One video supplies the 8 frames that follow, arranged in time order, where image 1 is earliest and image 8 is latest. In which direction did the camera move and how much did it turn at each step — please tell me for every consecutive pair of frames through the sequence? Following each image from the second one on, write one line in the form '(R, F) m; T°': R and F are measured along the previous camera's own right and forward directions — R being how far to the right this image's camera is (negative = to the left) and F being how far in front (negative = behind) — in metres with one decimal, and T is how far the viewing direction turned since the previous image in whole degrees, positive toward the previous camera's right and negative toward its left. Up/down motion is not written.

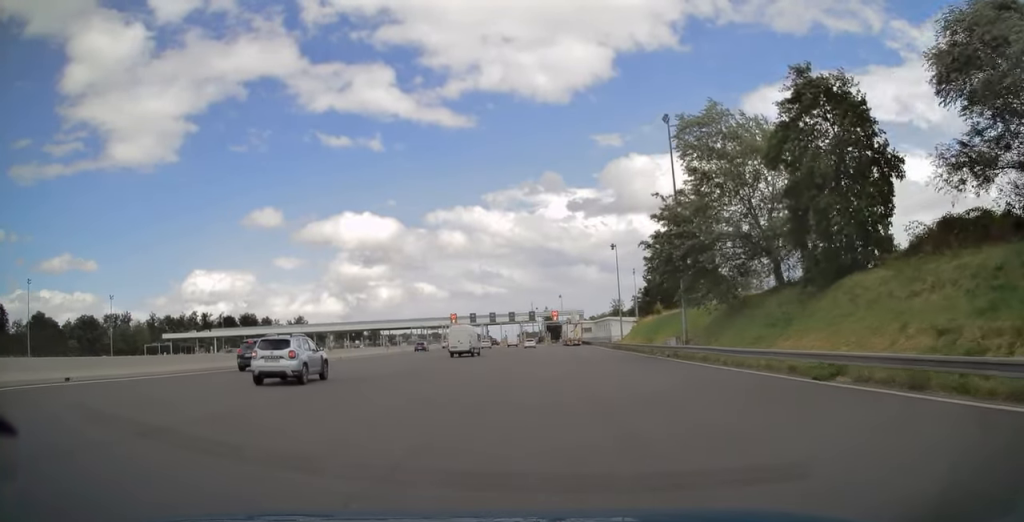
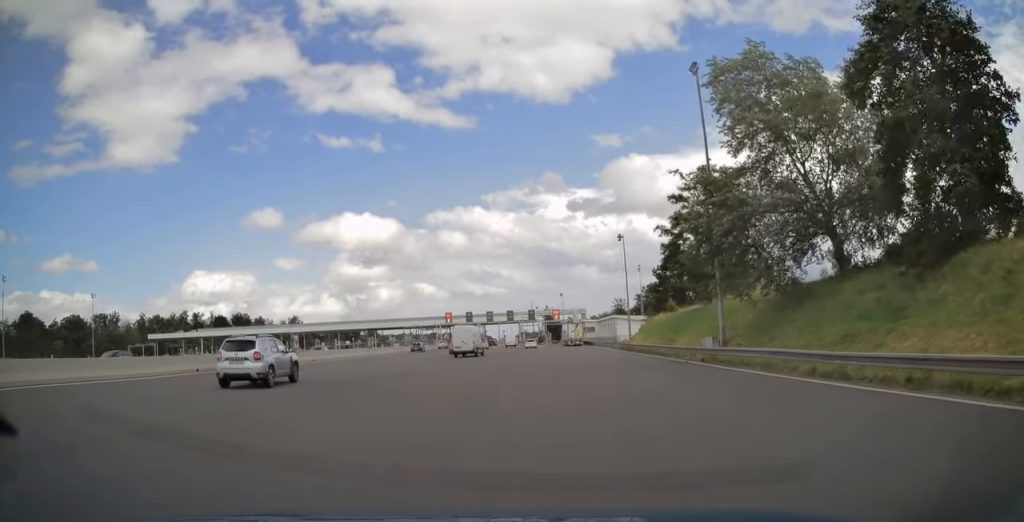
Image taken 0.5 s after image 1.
(+0.1, +8.2) m; 0°
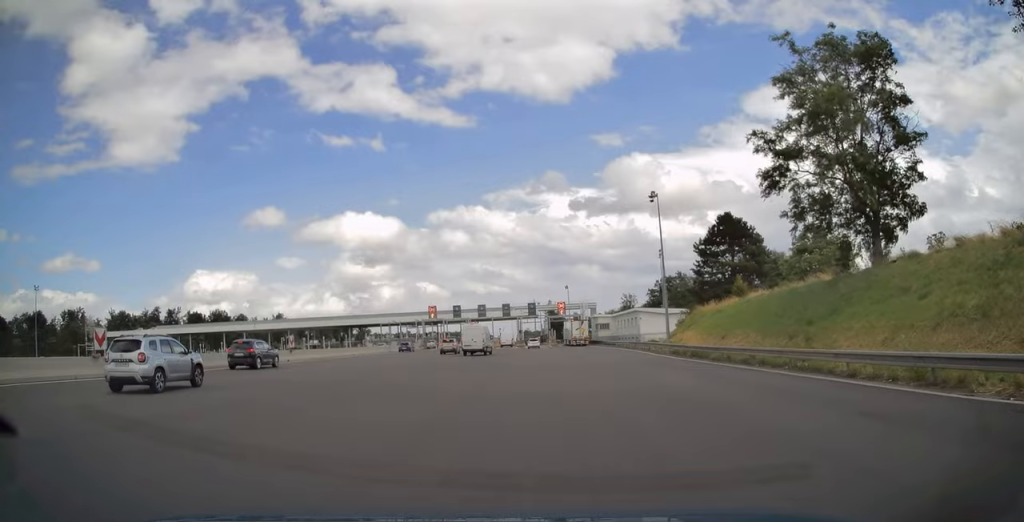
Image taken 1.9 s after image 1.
(-0.1, +23.4) m; -2°
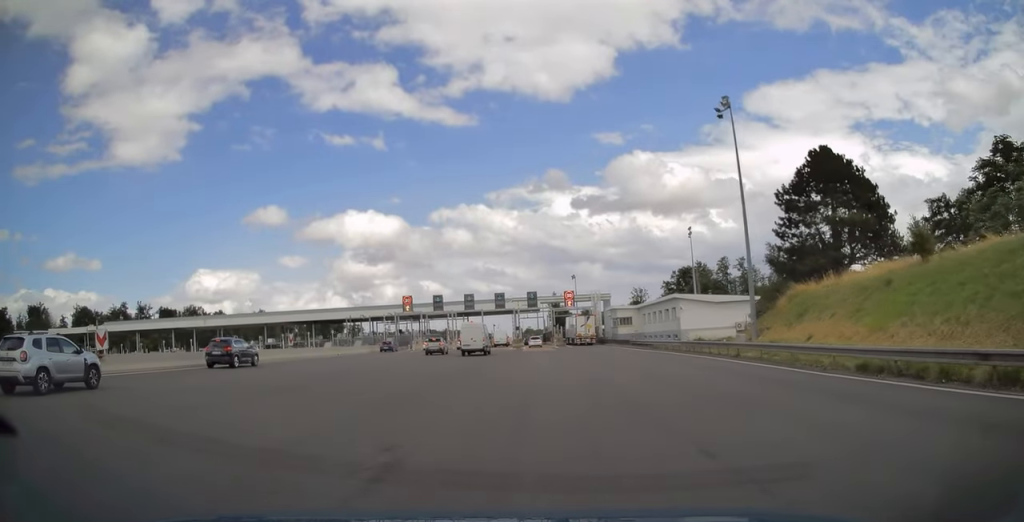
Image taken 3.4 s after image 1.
(-0.1, +23.1) m; +1°
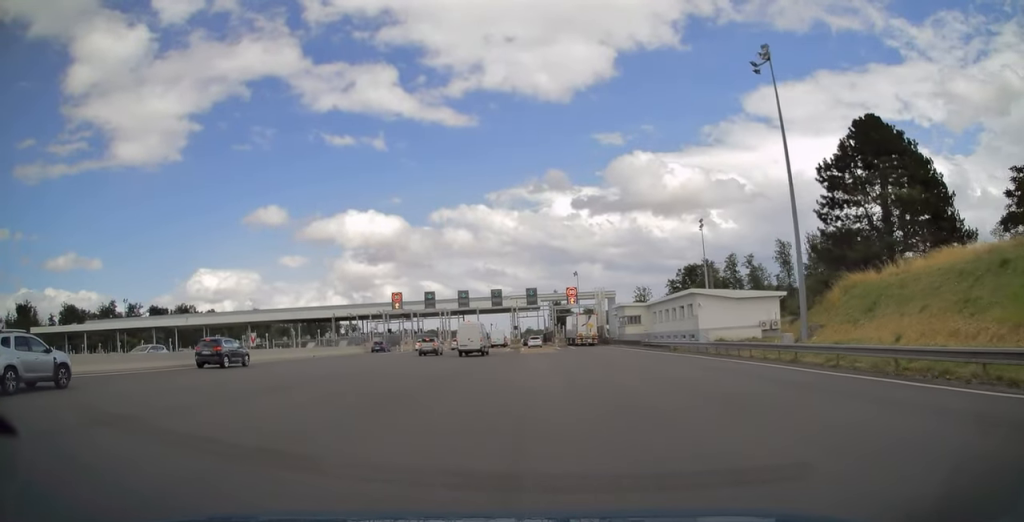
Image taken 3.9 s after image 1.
(+0.1, +7.0) m; +1°
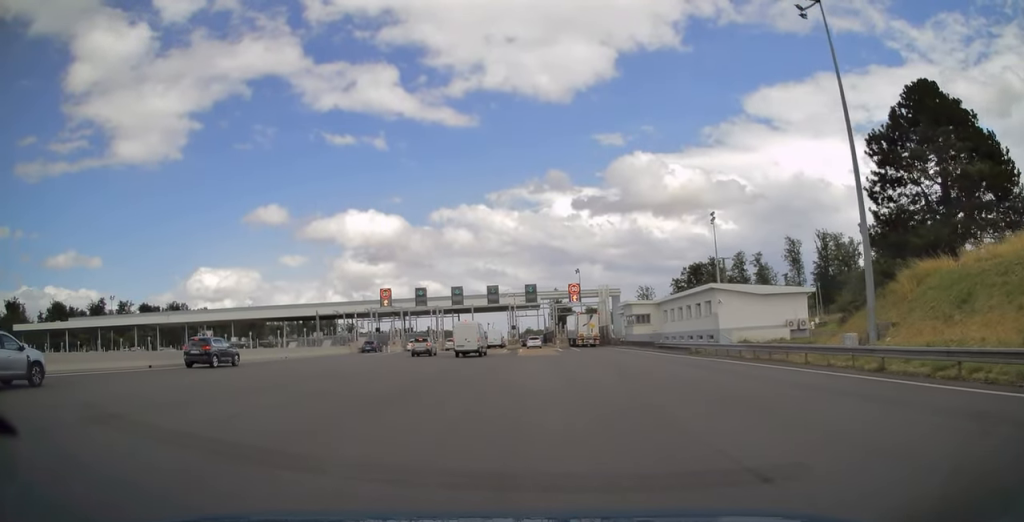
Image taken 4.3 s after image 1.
(0.0, +6.3) m; 0°
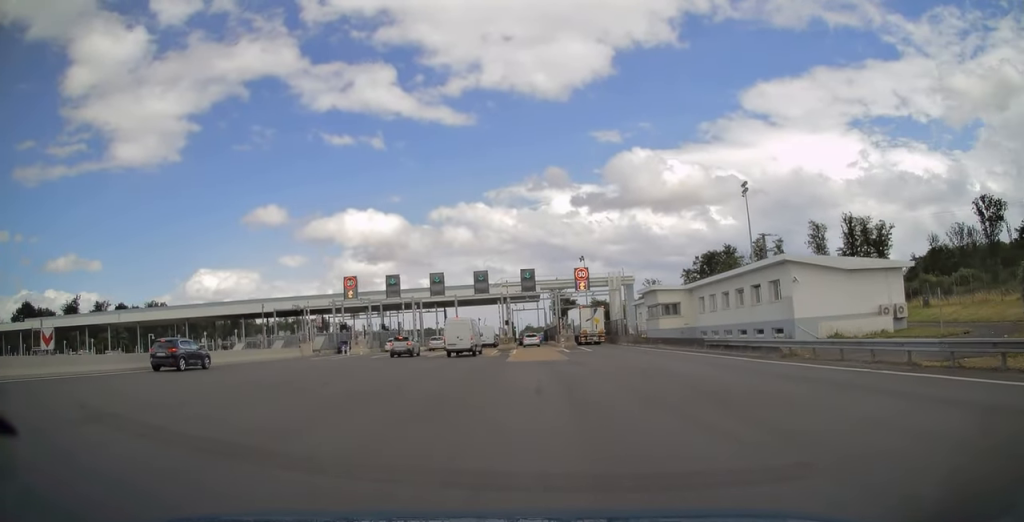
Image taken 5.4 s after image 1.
(0.0, +14.5) m; -2°
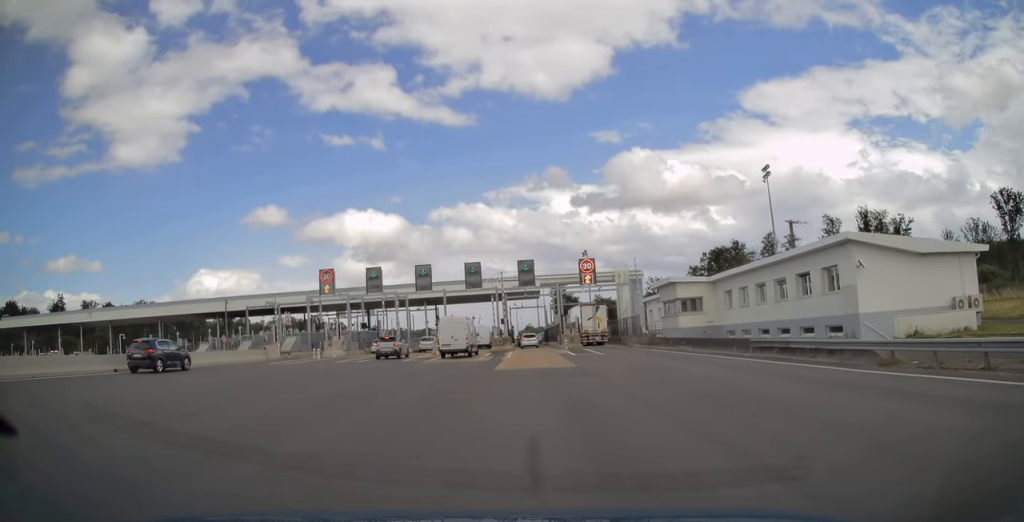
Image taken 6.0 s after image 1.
(-0.3, +7.1) m; -1°
